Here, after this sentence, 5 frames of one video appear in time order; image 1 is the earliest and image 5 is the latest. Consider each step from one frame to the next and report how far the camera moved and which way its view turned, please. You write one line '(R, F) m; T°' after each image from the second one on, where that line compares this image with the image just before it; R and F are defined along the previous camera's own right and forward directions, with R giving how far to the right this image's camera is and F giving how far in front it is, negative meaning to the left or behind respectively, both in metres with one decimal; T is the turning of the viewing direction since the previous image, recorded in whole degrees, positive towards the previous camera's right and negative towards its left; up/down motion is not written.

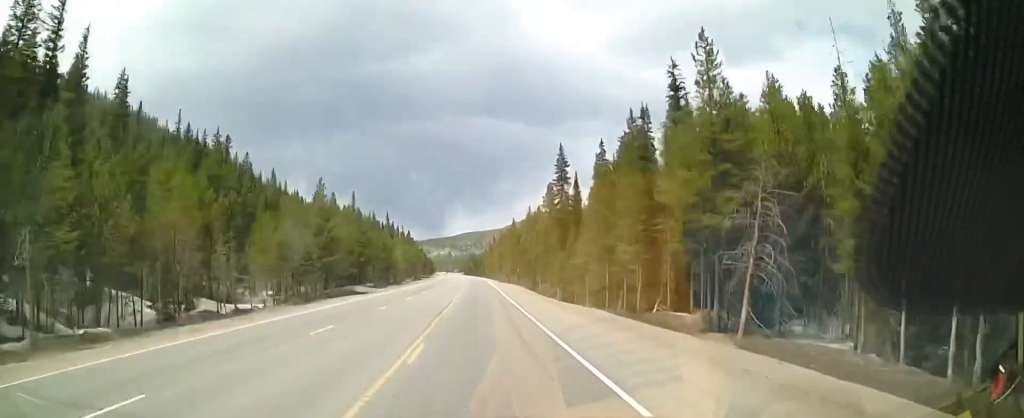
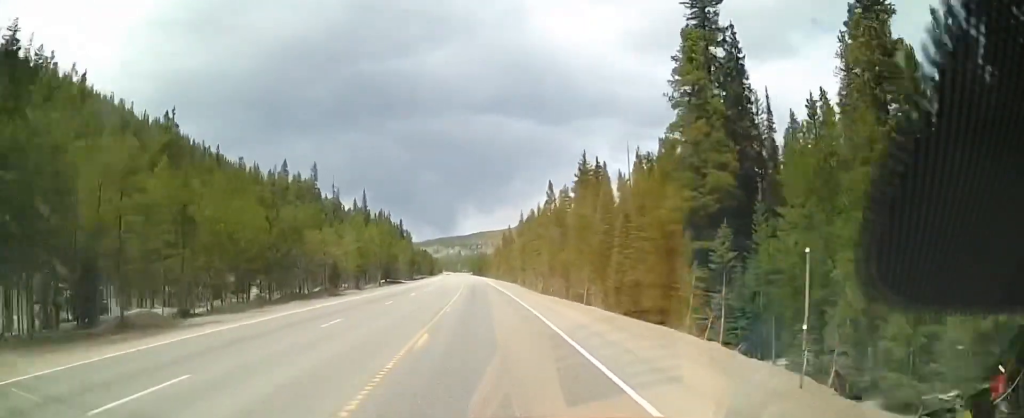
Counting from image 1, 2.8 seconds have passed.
(-1.8, +70.0) m; -2°
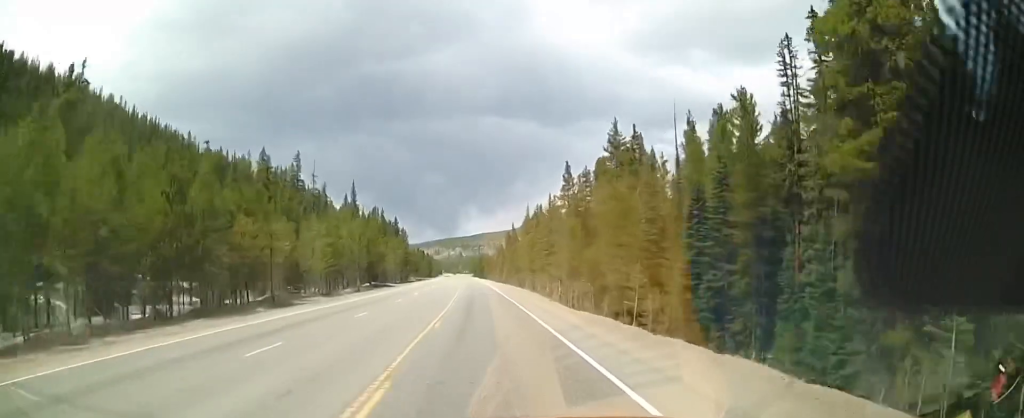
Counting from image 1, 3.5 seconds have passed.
(0.0, +18.3) m; -1°
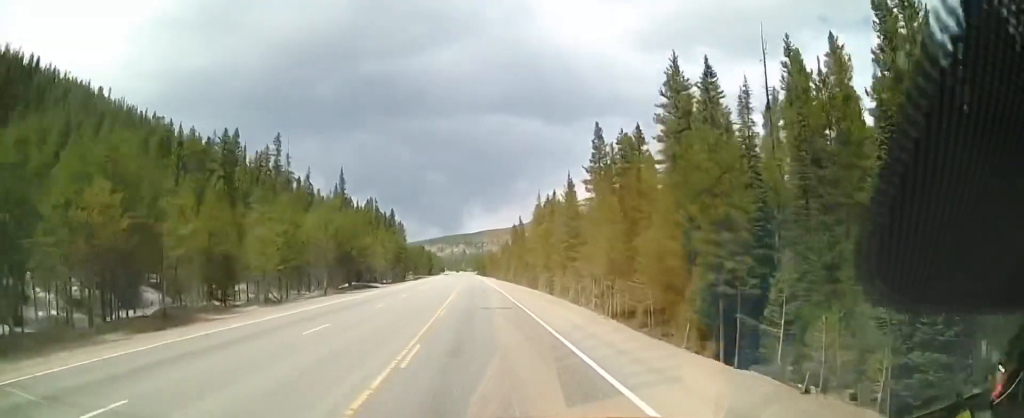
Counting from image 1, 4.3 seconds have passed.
(-0.3, +19.0) m; -1°
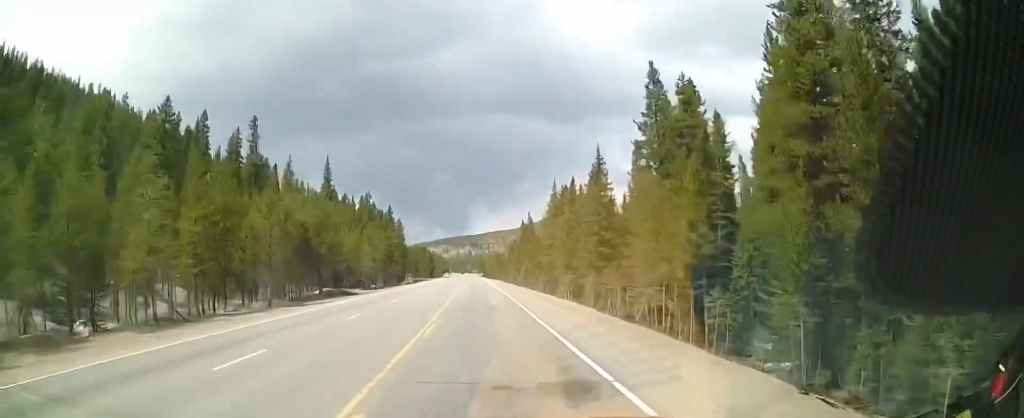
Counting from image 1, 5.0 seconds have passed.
(0.0, +18.1) m; +1°
